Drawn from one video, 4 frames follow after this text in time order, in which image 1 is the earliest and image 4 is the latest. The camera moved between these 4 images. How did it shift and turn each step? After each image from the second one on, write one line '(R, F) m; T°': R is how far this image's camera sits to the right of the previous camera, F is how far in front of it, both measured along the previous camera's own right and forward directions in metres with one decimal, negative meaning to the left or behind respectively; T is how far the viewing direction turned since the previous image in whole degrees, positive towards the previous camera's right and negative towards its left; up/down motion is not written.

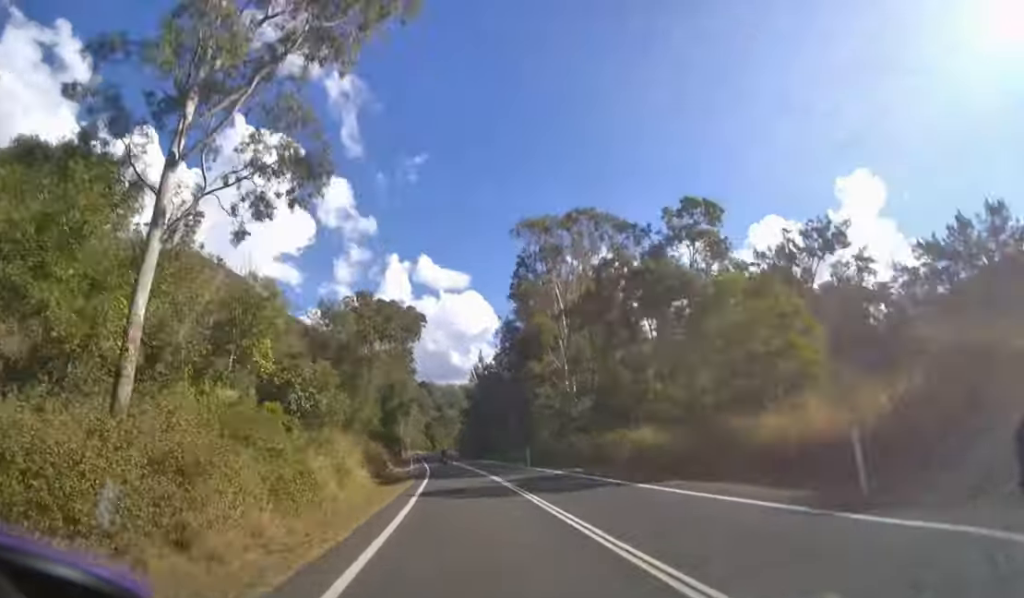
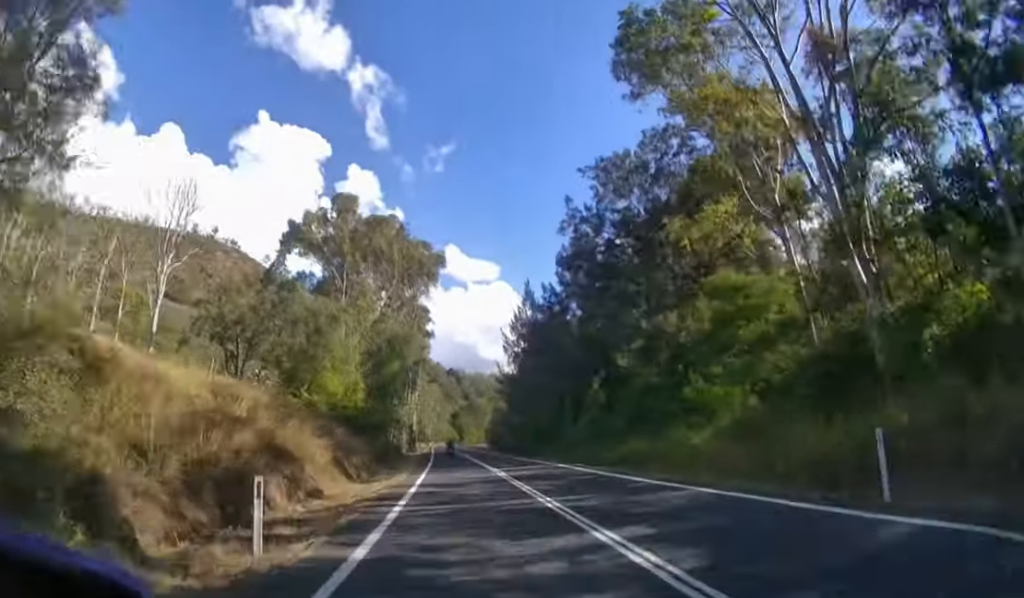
(-0.8, +26.1) m; -3°
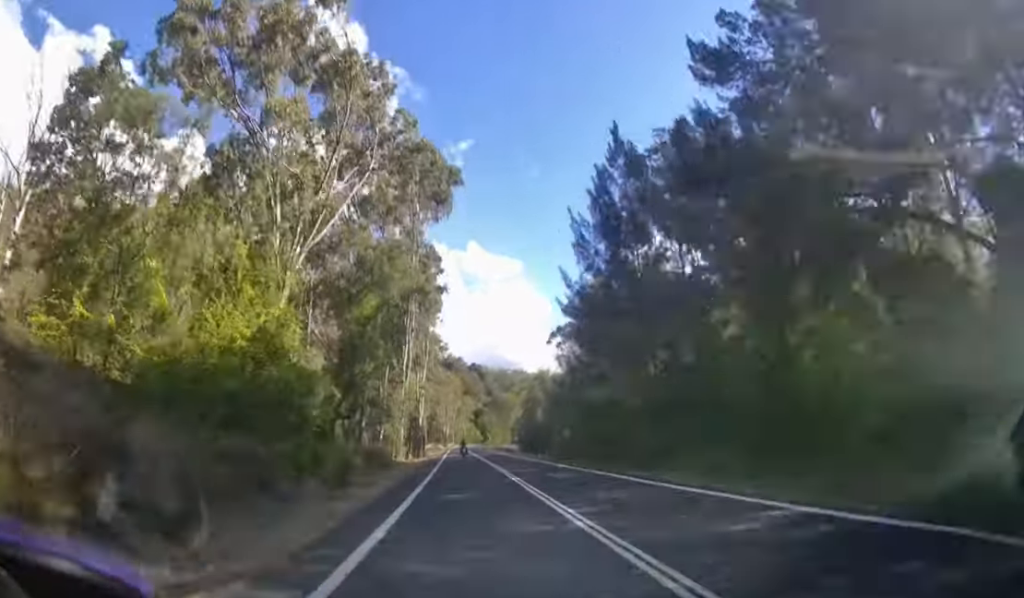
(-0.4, +22.4) m; -2°
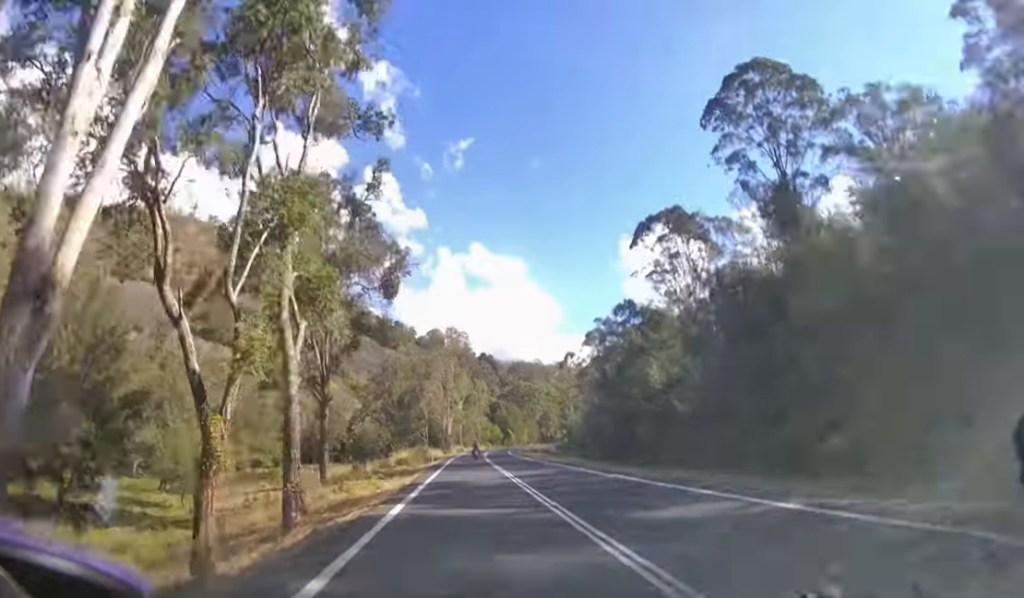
(-1.8, +54.3) m; -3°
